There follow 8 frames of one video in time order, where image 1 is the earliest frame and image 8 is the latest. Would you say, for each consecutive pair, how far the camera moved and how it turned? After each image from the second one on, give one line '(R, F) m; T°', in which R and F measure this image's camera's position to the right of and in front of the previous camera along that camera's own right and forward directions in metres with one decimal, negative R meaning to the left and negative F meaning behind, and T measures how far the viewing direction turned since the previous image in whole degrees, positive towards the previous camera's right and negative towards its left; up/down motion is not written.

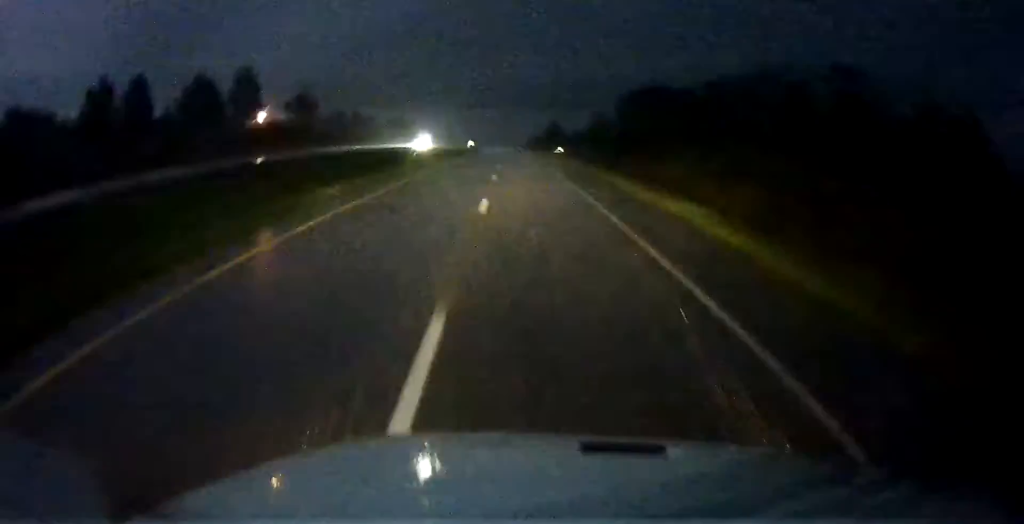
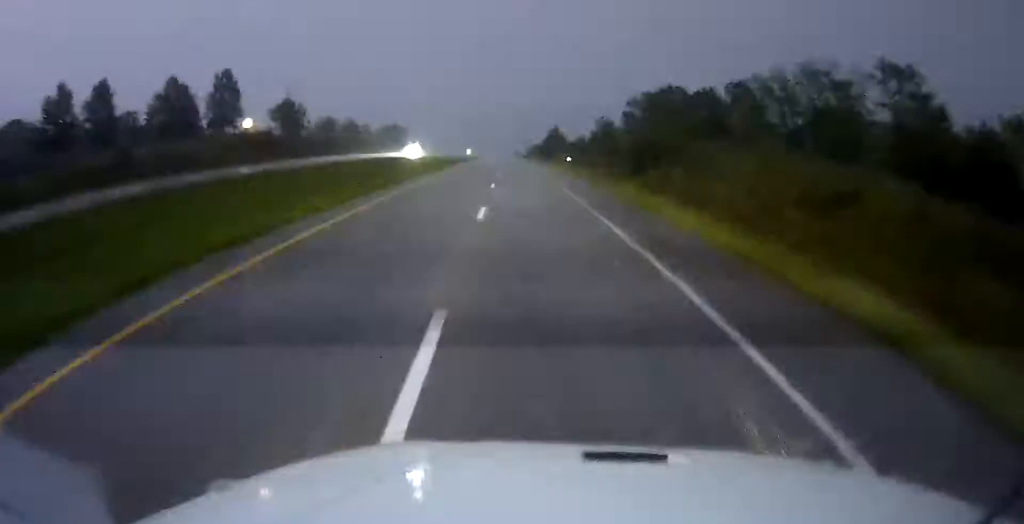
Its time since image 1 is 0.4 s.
(+0.1, +12.1) m; 0°
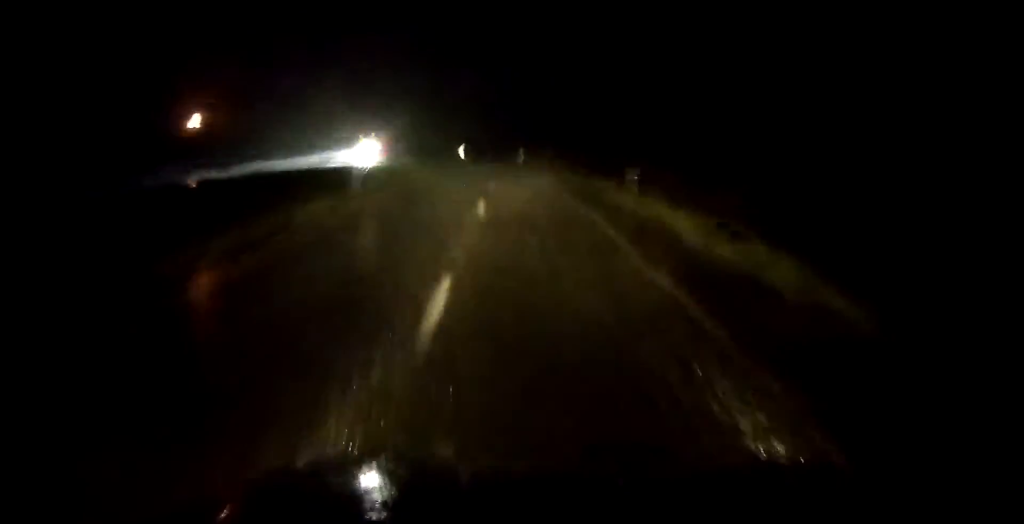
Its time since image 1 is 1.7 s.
(-0.2, +34.4) m; 0°
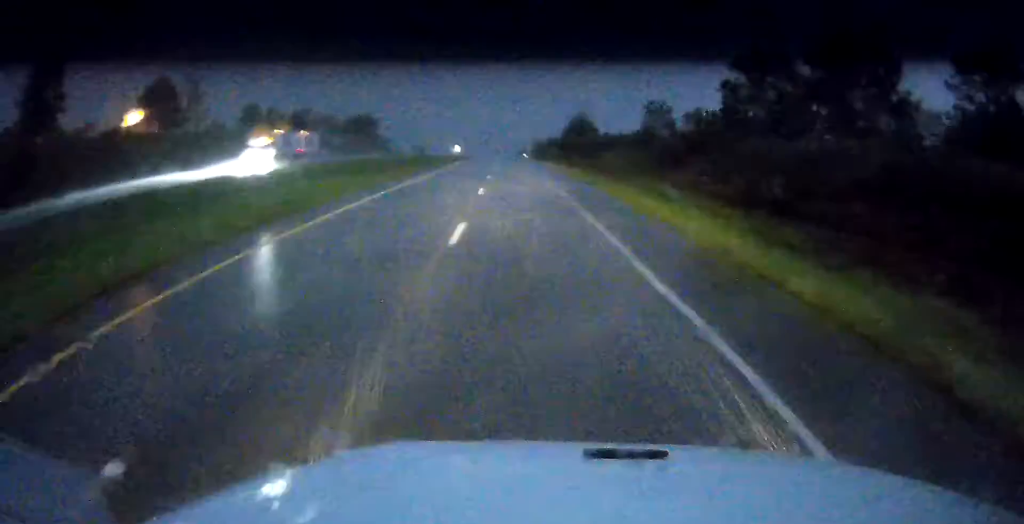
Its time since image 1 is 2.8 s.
(+0.1, +30.6) m; 0°
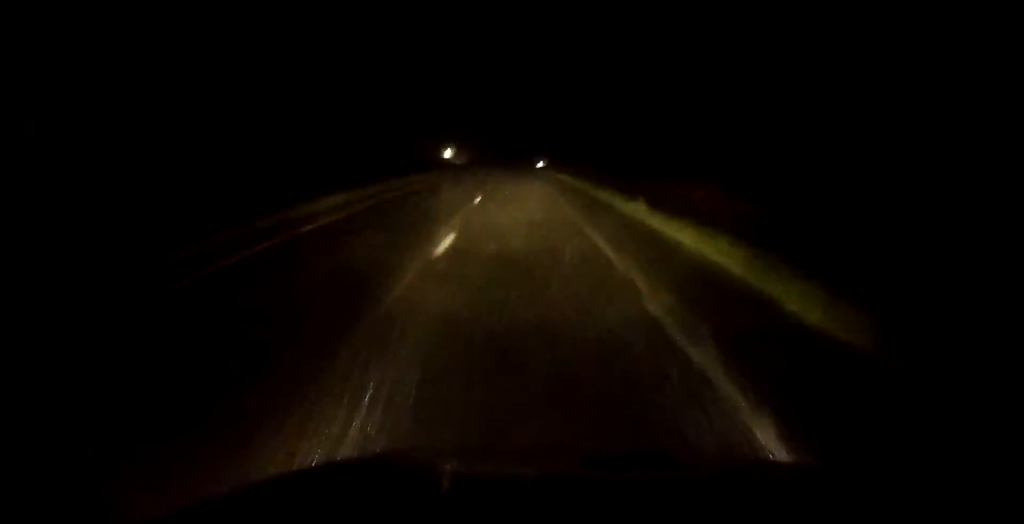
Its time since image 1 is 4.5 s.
(-0.2, +49.2) m; 0°
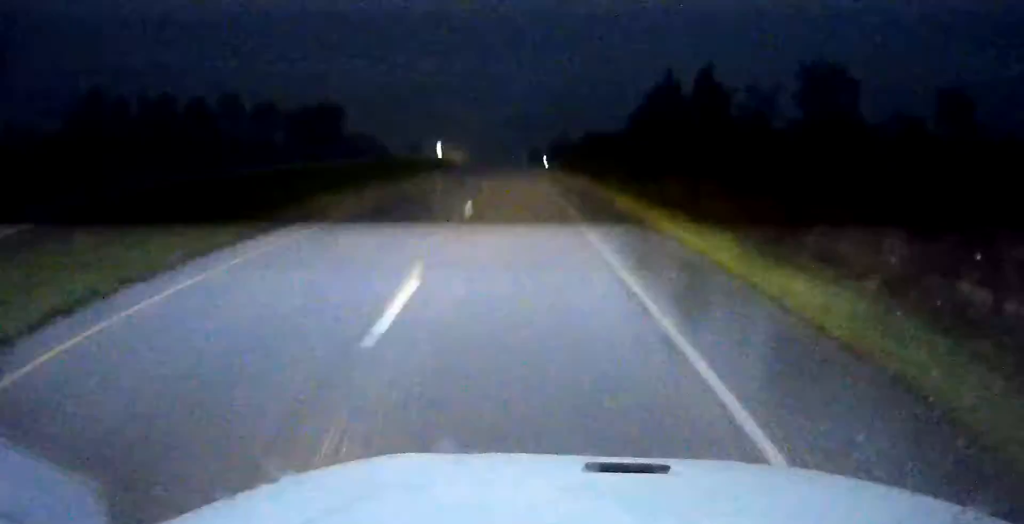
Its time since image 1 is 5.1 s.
(0.0, +16.8) m; 0°
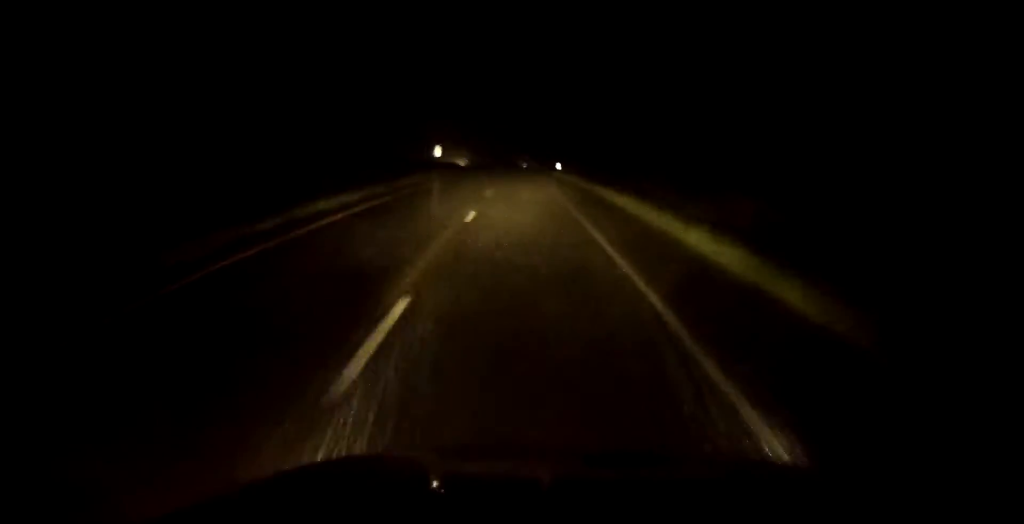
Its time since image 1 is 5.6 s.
(0.0, +14.1) m; 0°
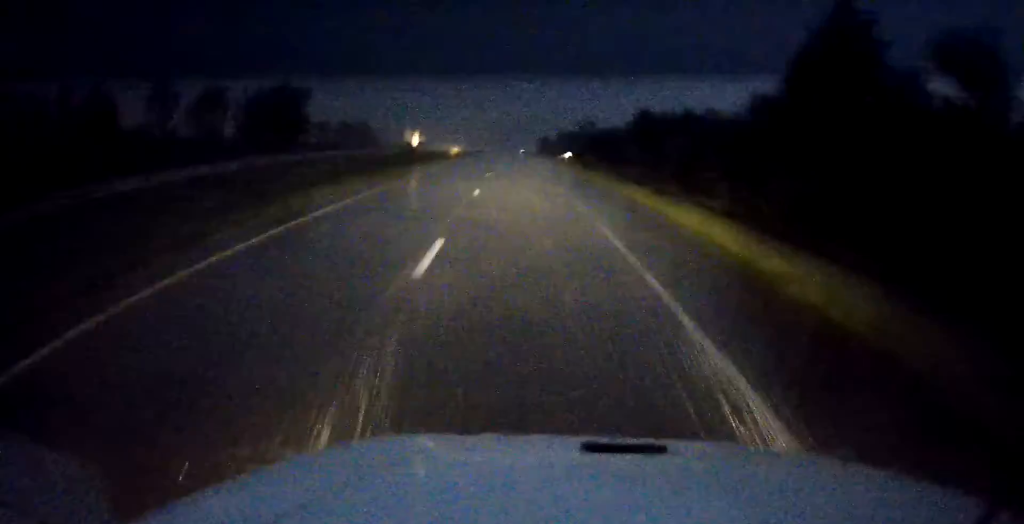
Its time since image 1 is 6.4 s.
(-0.1, +20.6) m; -1°
